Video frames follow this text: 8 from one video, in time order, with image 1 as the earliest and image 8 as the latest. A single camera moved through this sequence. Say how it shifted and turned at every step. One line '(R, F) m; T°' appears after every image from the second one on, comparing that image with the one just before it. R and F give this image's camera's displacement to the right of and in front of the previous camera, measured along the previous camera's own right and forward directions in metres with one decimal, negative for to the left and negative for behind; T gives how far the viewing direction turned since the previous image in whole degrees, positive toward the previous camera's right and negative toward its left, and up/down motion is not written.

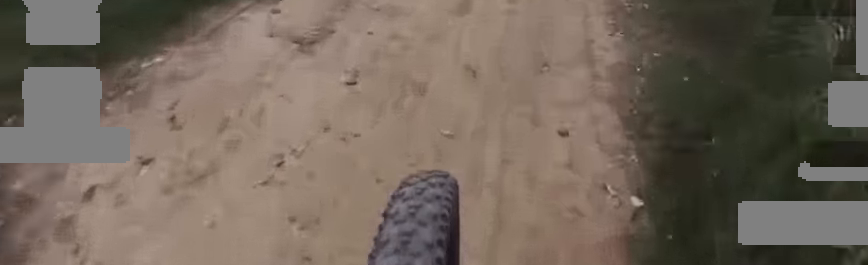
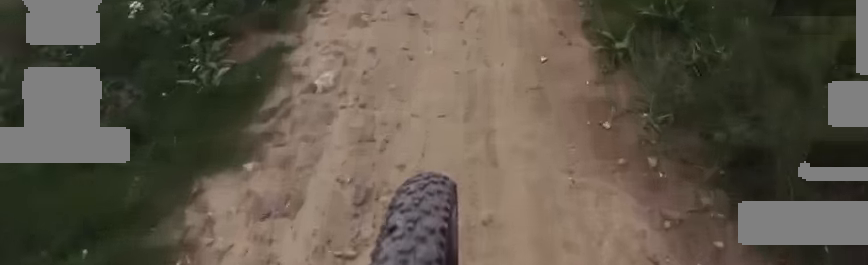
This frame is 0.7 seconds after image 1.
(-0.4, +4.4) m; -3°
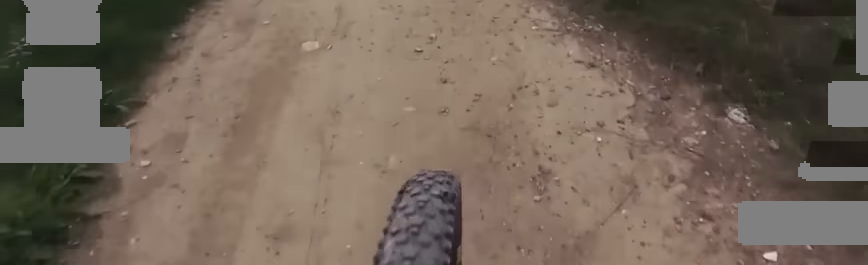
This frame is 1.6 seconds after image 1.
(+0.2, +5.7) m; +2°
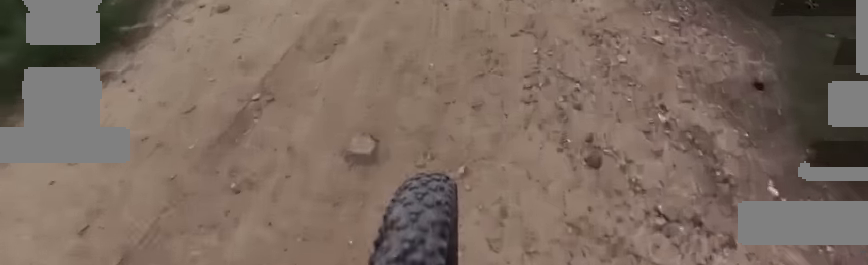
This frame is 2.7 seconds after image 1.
(0.0, +7.3) m; +2°
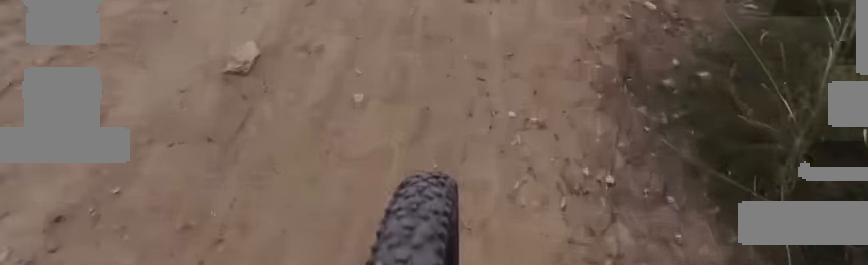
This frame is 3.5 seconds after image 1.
(-0.1, +3.9) m; +6°
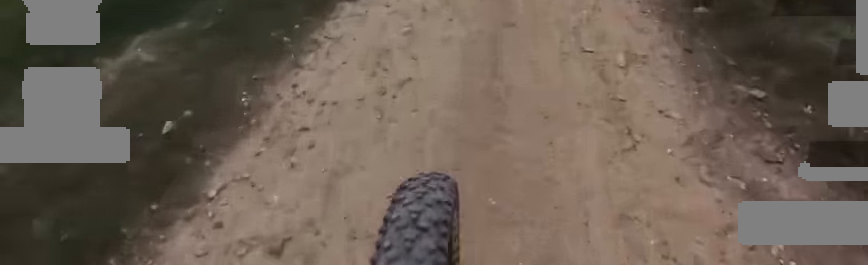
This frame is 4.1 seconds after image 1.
(+0.5, +4.7) m; -1°
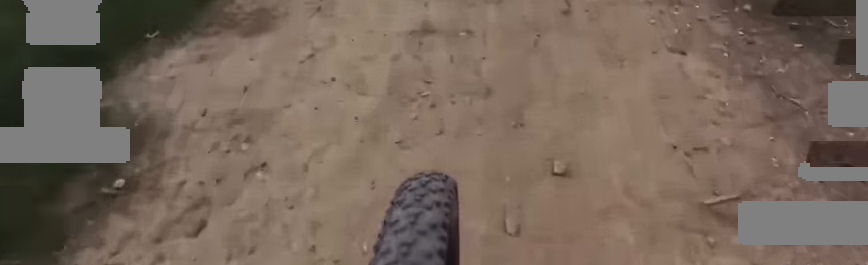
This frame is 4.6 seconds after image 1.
(+0.2, +3.4) m; -1°
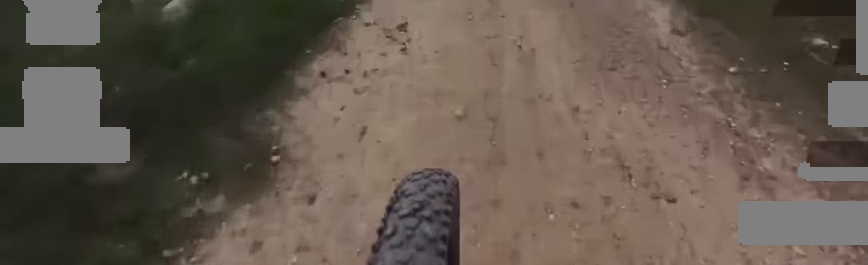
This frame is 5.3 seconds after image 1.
(-0.5, +5.5) m; -5°
